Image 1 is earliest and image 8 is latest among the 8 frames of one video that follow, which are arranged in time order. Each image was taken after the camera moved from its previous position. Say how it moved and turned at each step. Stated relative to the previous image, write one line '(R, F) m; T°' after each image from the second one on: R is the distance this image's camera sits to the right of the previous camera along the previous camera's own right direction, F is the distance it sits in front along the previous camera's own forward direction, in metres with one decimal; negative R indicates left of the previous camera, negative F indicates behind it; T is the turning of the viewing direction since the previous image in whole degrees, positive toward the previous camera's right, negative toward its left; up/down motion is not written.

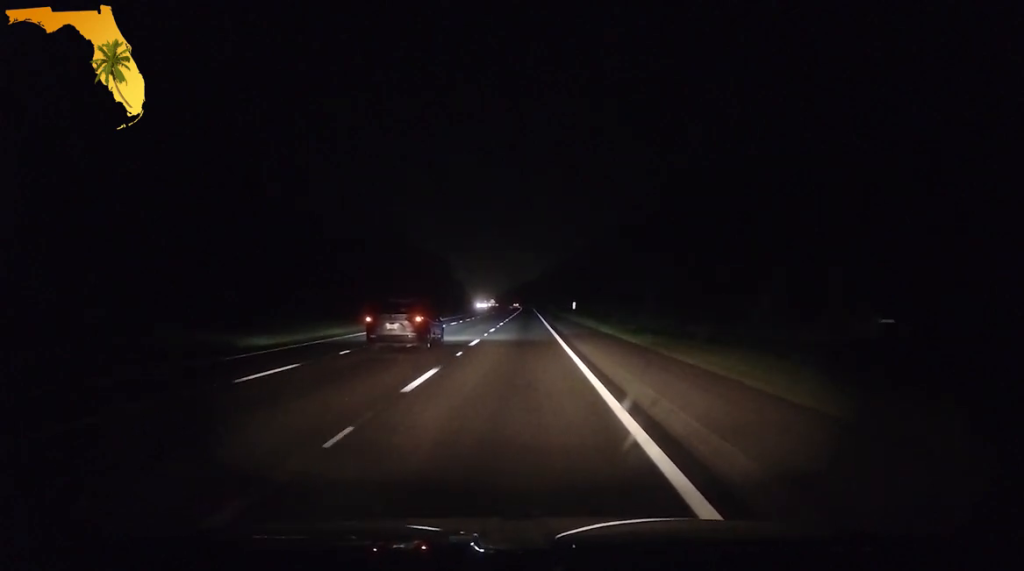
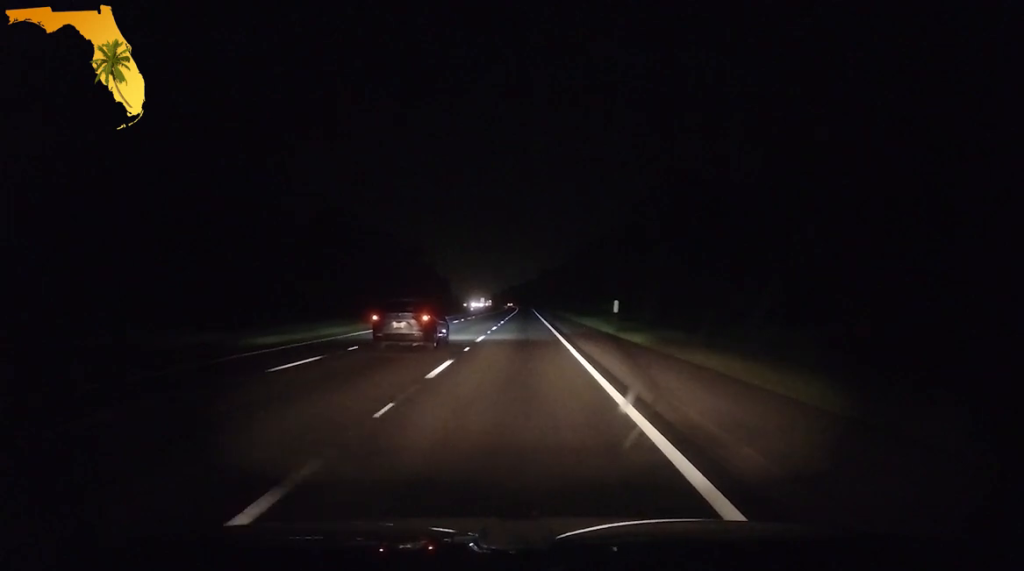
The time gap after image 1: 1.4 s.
(0.0, +45.7) m; +1°
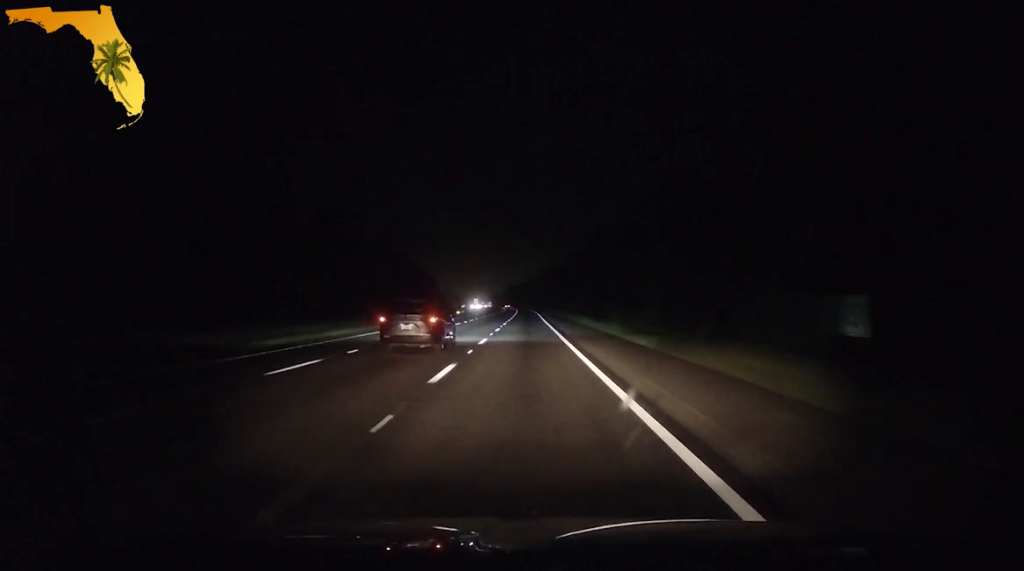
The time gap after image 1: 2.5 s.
(+0.3, +36.0) m; 0°
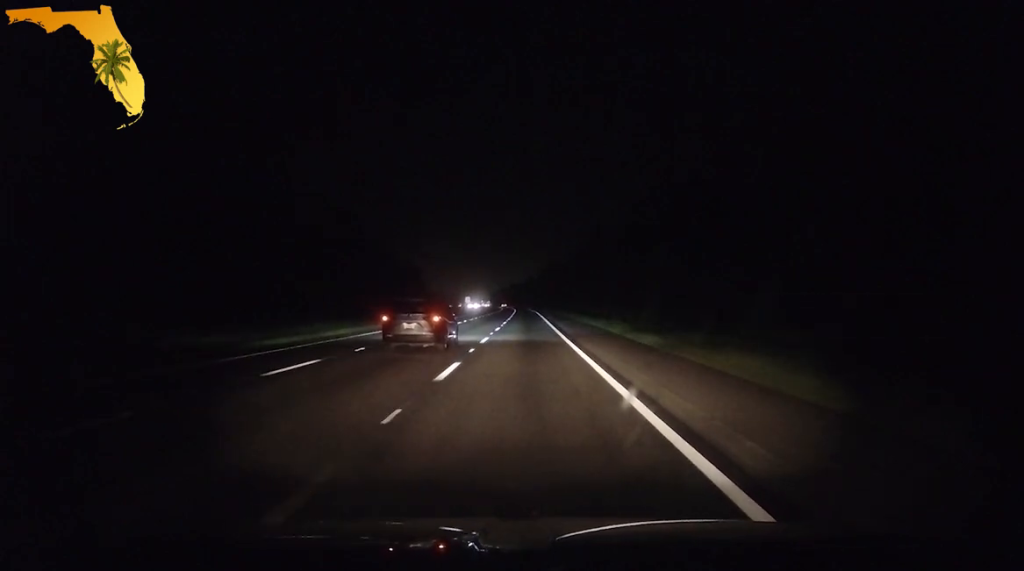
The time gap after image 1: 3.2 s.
(-0.2, +24.1) m; 0°
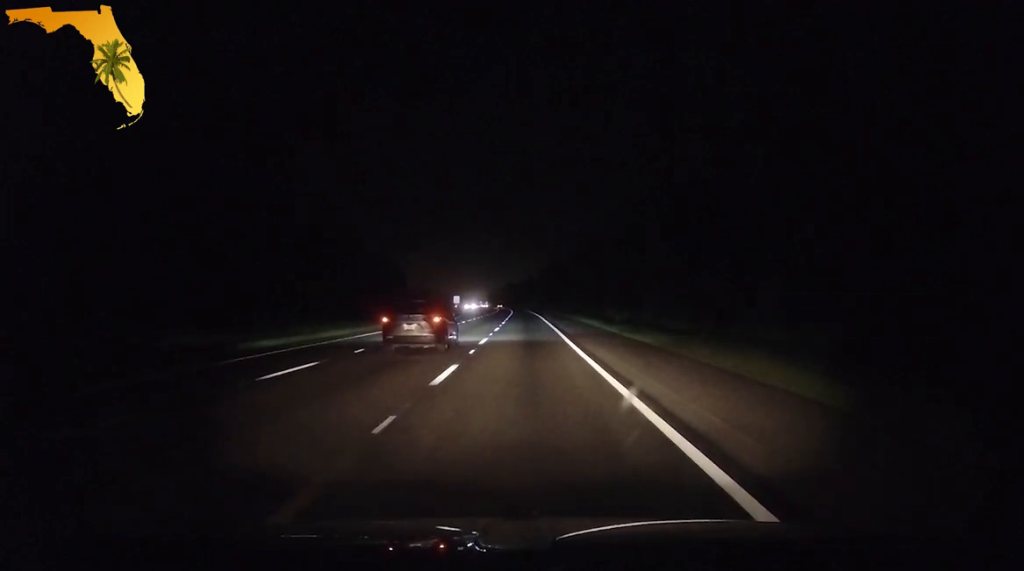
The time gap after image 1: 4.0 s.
(+0.1, +24.3) m; +1°
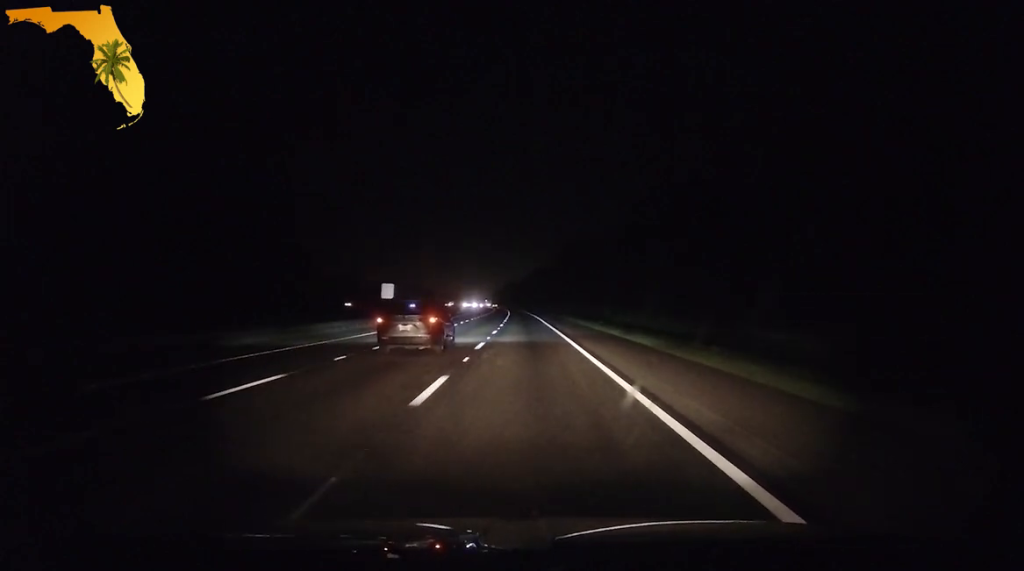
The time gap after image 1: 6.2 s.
(+0.2, +75.2) m; -1°
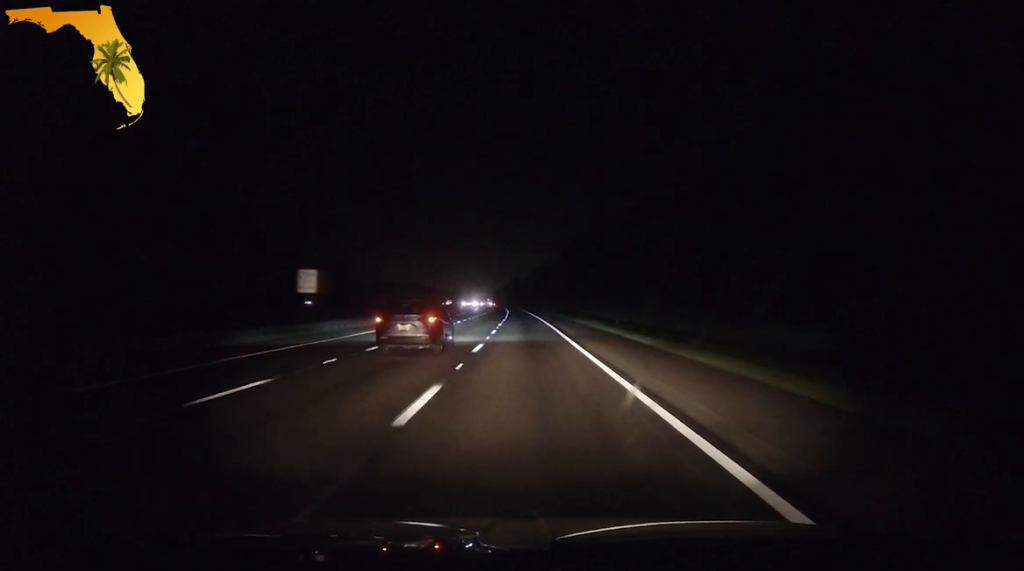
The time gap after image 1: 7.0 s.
(-0.1, +25.2) m; -1°
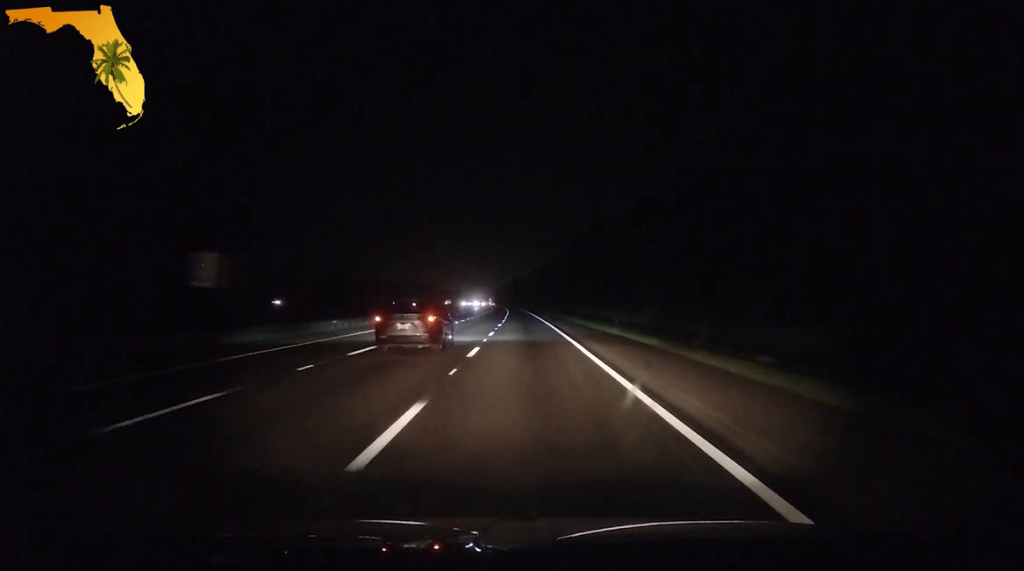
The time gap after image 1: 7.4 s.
(-0.1, +14.1) m; -1°
